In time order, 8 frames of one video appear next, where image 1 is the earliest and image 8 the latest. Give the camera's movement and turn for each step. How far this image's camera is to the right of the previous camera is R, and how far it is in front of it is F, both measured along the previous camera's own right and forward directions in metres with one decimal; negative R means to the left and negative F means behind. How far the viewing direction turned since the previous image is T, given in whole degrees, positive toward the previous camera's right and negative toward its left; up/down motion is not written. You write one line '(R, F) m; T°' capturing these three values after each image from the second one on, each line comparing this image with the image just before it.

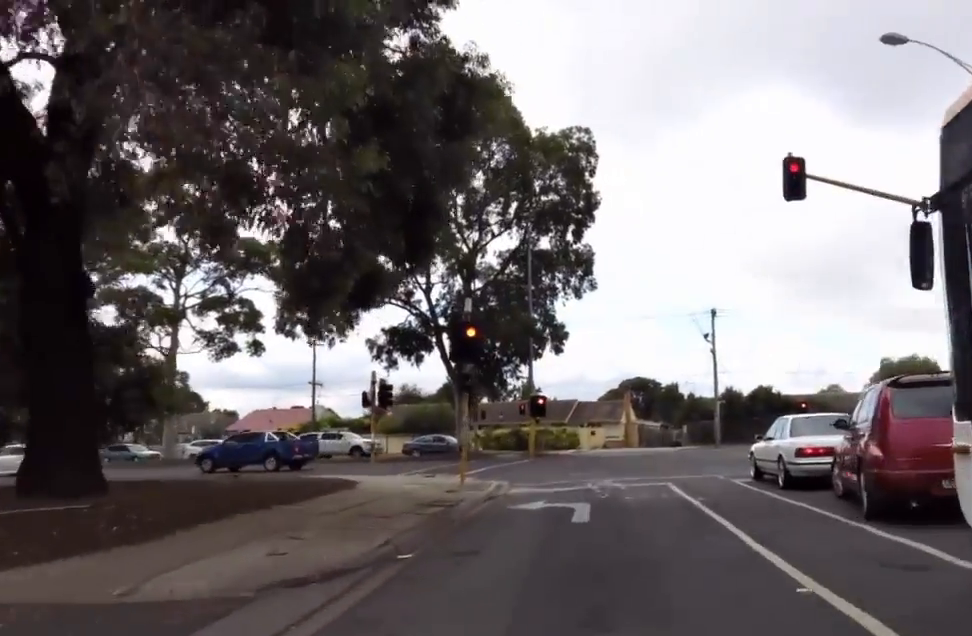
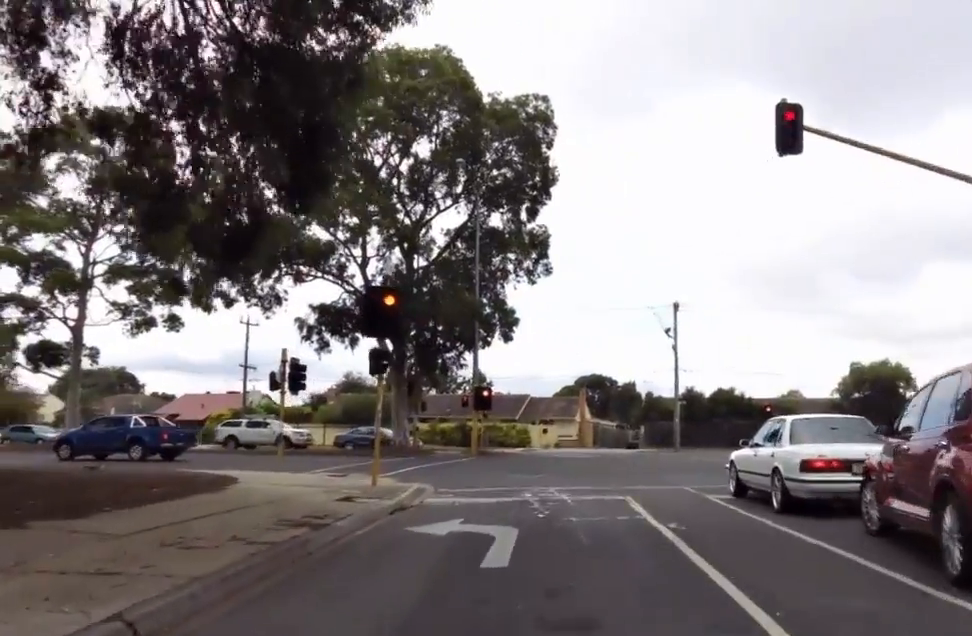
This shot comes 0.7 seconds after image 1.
(-0.5, +3.3) m; -7°
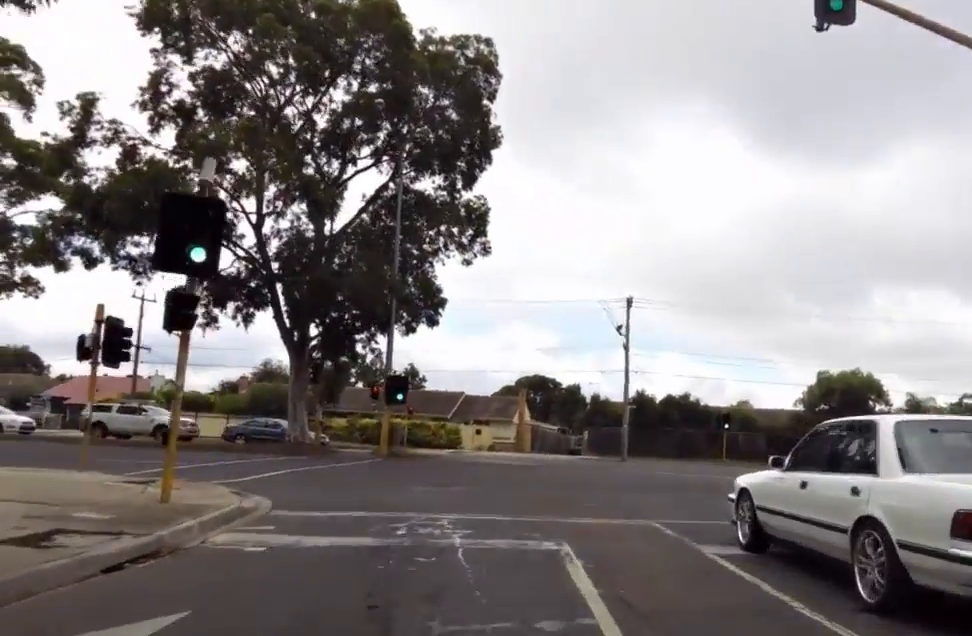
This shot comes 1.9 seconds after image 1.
(-0.4, +6.3) m; -5°
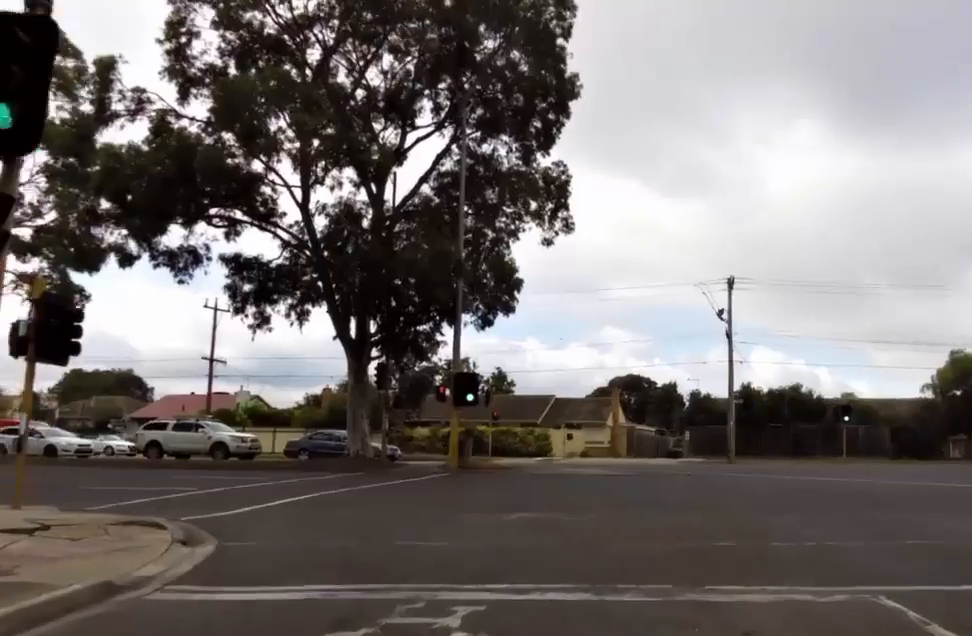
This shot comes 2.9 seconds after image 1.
(0.0, +5.6) m; +3°
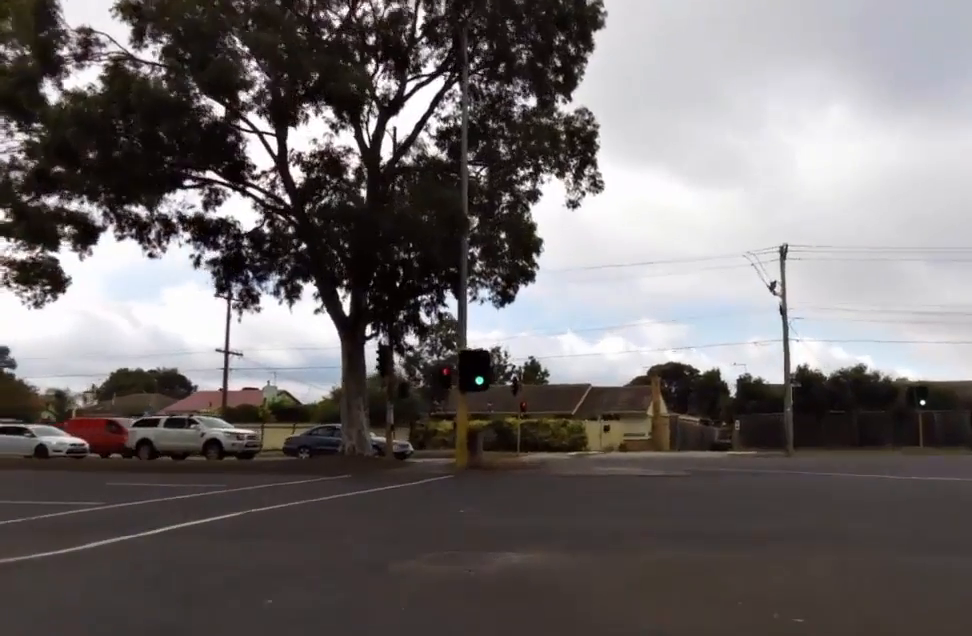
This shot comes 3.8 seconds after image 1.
(+0.3, +4.7) m; +9°
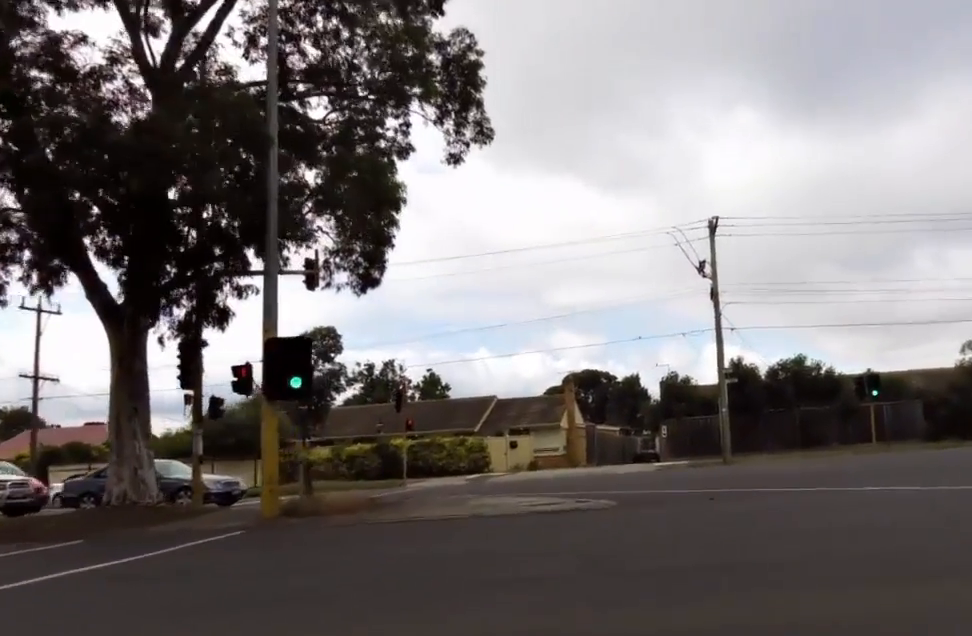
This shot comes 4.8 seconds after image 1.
(+0.6, +6.0) m; +4°
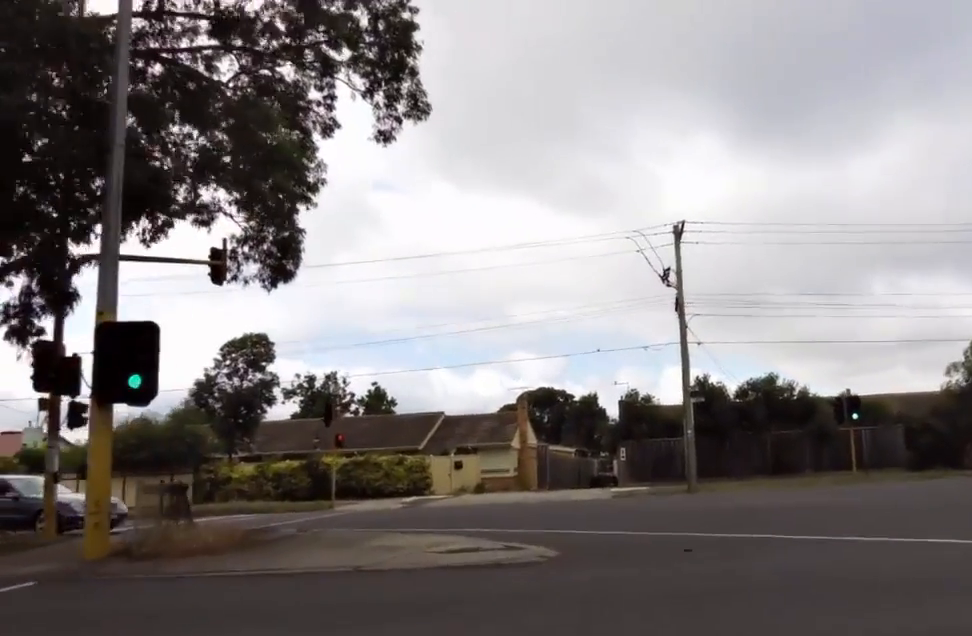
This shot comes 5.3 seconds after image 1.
(-0.1, +3.4) m; +3°
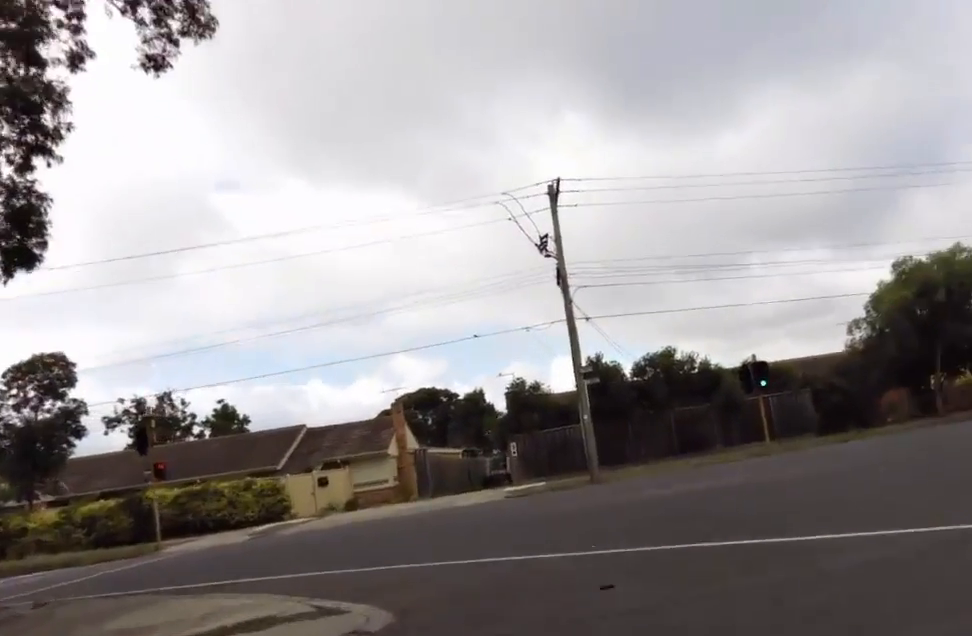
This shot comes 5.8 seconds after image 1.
(-0.3, +3.4) m; +4°
